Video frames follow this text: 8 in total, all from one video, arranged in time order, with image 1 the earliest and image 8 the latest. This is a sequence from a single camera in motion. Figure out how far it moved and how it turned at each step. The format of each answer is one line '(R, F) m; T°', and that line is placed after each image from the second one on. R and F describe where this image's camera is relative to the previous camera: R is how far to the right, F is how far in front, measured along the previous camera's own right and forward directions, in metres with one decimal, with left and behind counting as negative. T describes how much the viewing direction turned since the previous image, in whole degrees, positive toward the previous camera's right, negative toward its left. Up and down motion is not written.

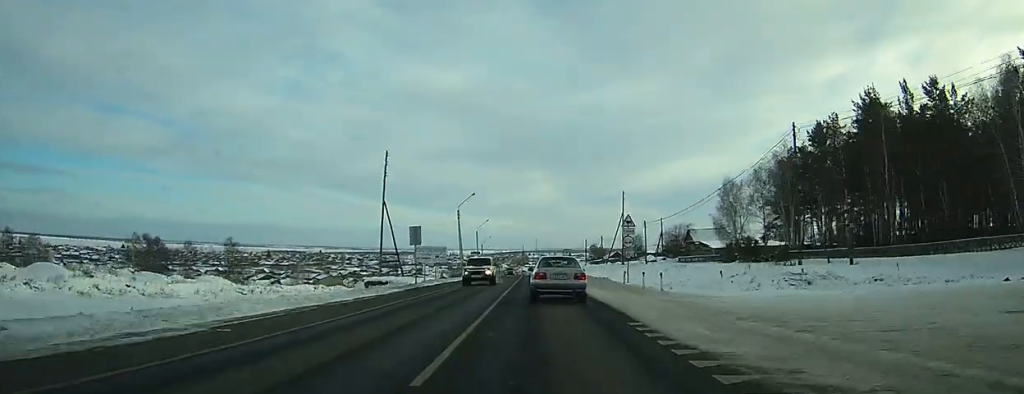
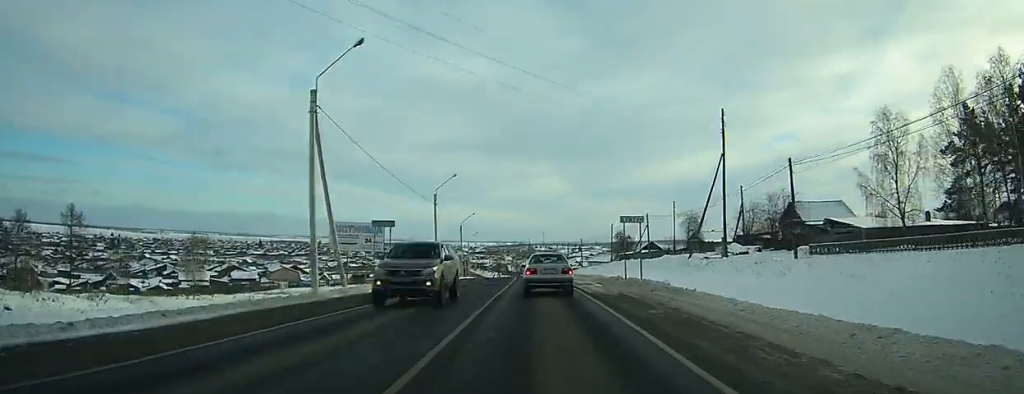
(-0.4, +45.2) m; -2°
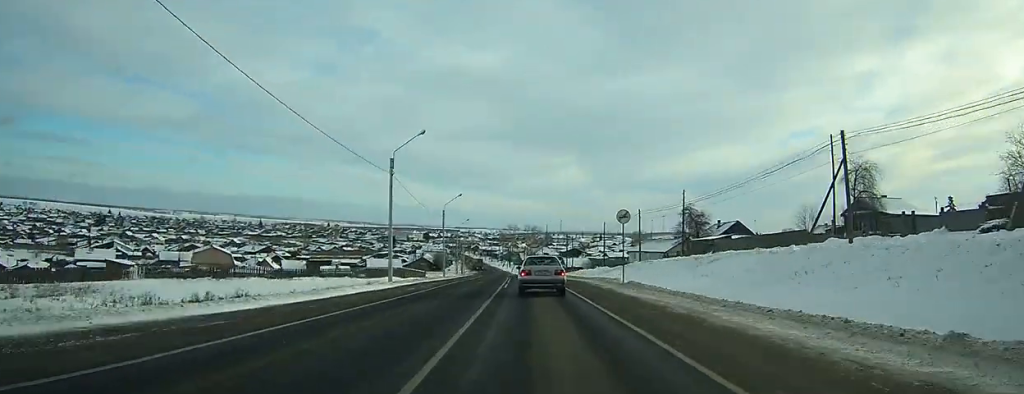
(-1.1, +54.2) m; -2°
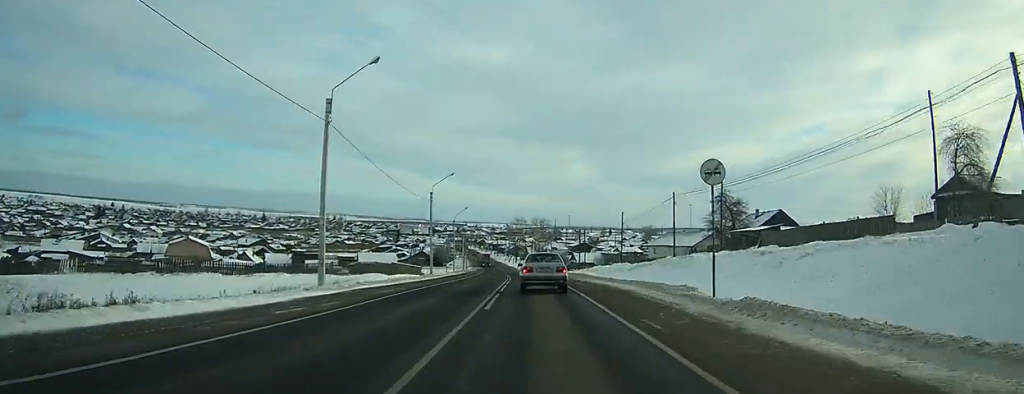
(0.0, +15.3) m; 0°
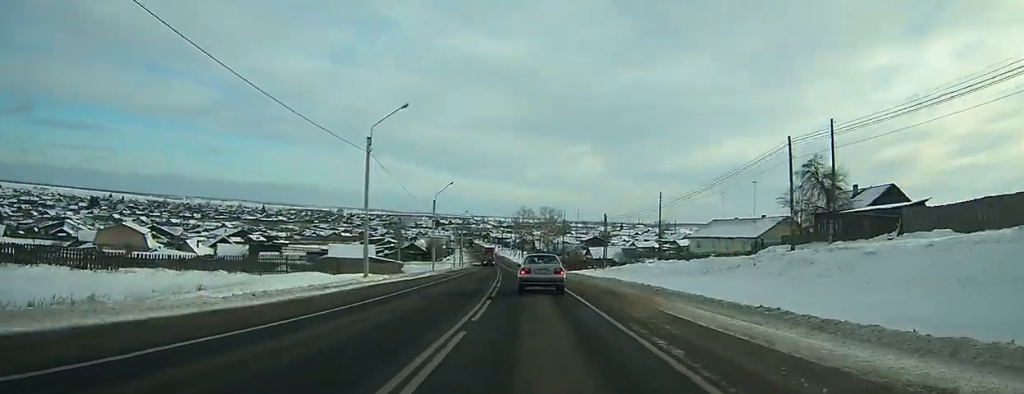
(-0.2, +29.2) m; -1°
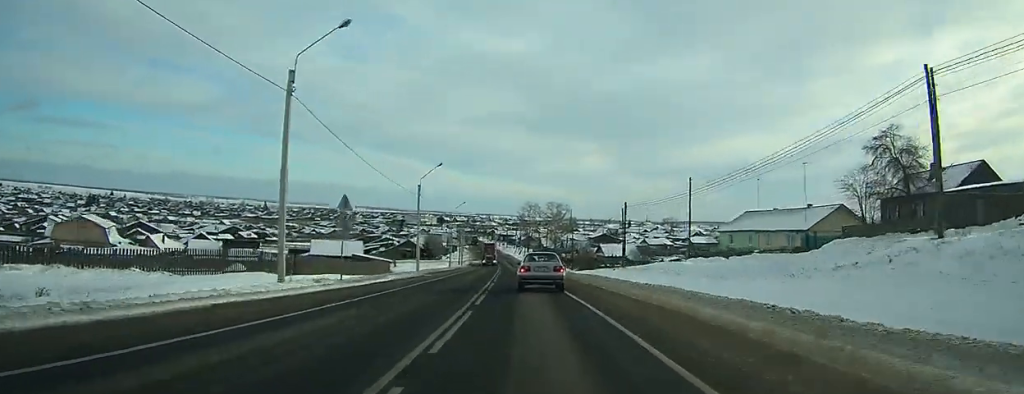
(0.0, +13.9) m; -1°
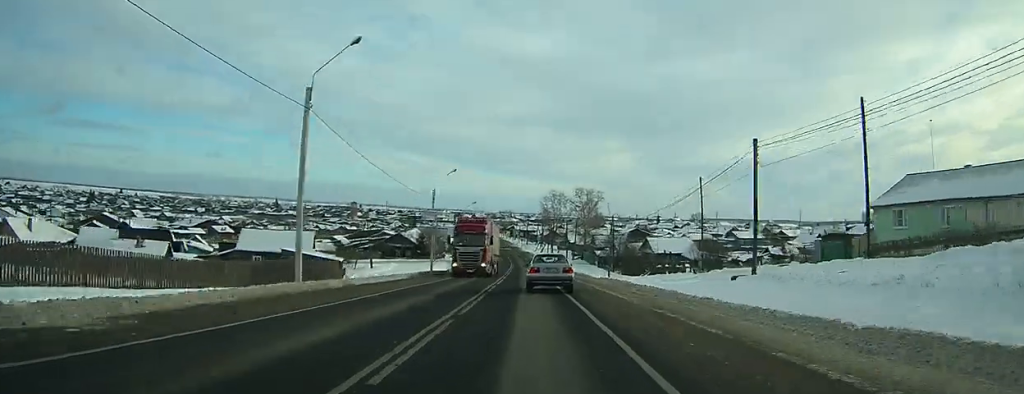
(-0.7, +34.9) m; -2°
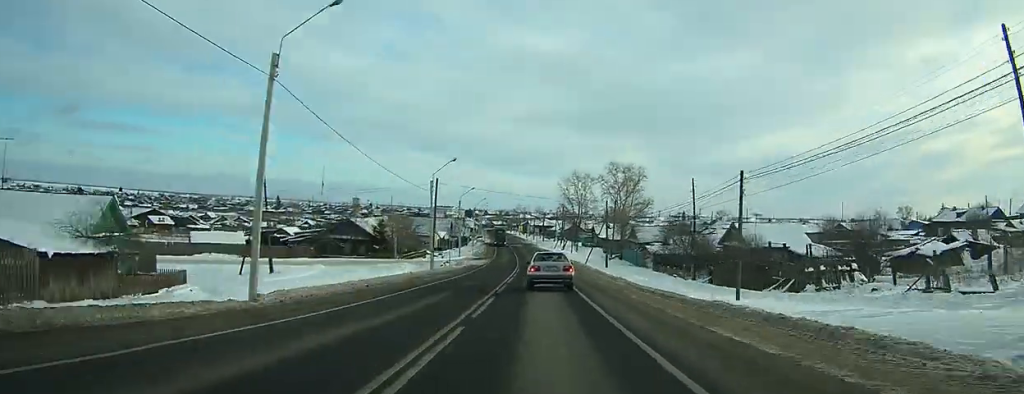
(-0.4, +37.4) m; -1°
